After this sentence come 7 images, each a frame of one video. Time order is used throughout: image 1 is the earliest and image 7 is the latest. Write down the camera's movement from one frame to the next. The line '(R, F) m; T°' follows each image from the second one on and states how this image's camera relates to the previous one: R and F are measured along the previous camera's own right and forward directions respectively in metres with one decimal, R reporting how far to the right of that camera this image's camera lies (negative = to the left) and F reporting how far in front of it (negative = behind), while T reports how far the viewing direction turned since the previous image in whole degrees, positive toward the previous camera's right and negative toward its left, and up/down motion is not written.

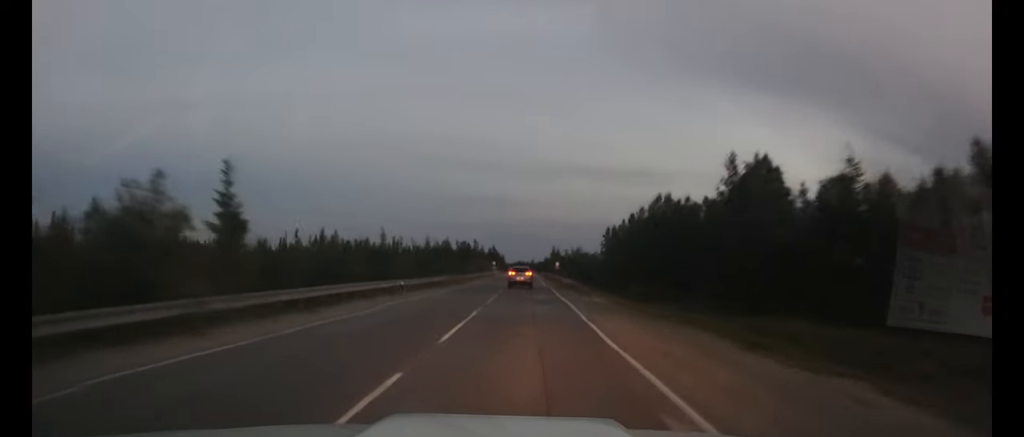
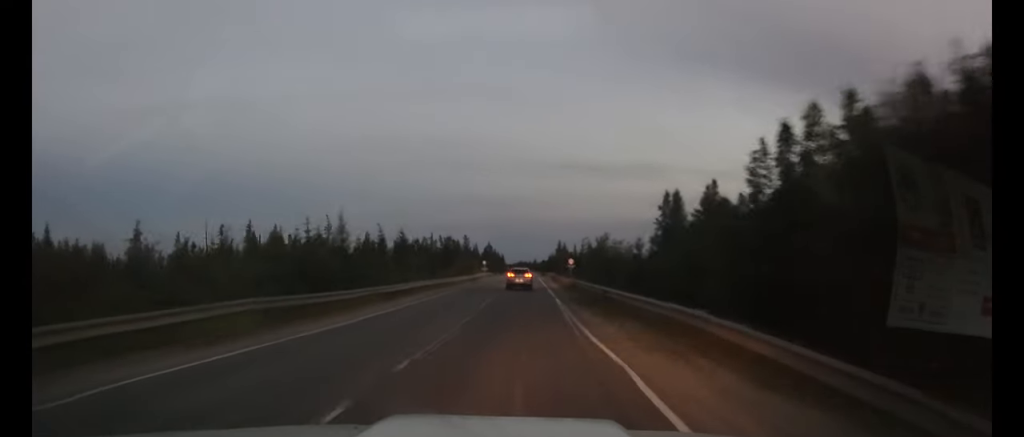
(+0.2, +36.5) m; 0°
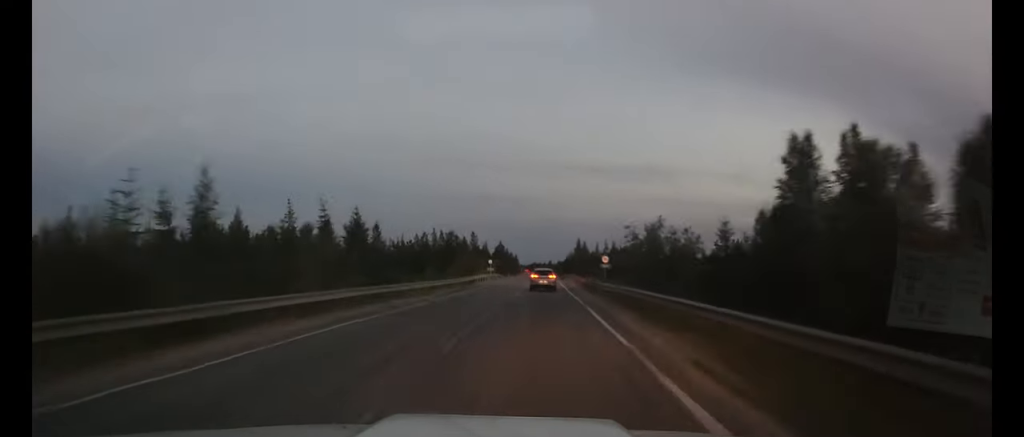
(-0.1, +21.8) m; -1°
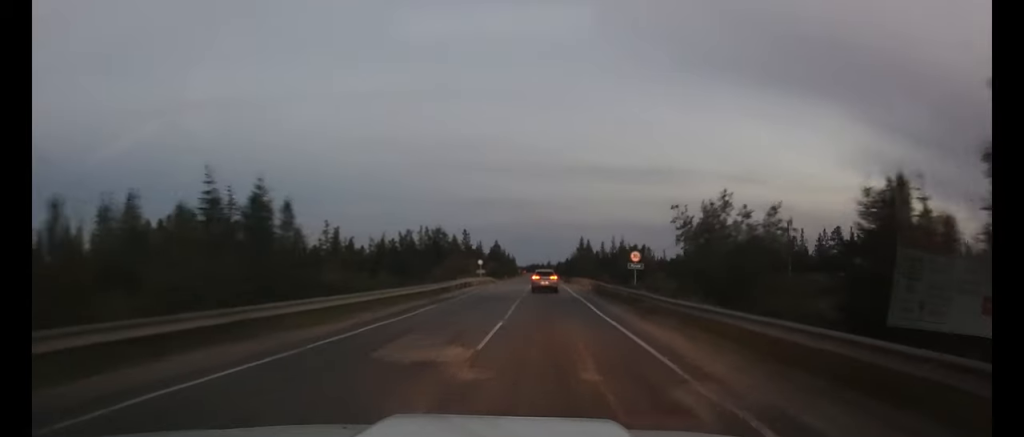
(-0.2, +16.2) m; -1°
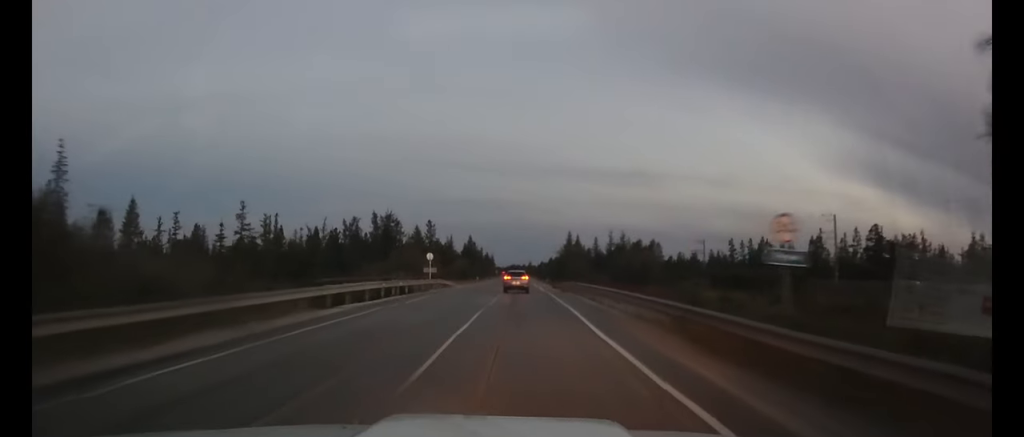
(+0.1, +25.8) m; +1°
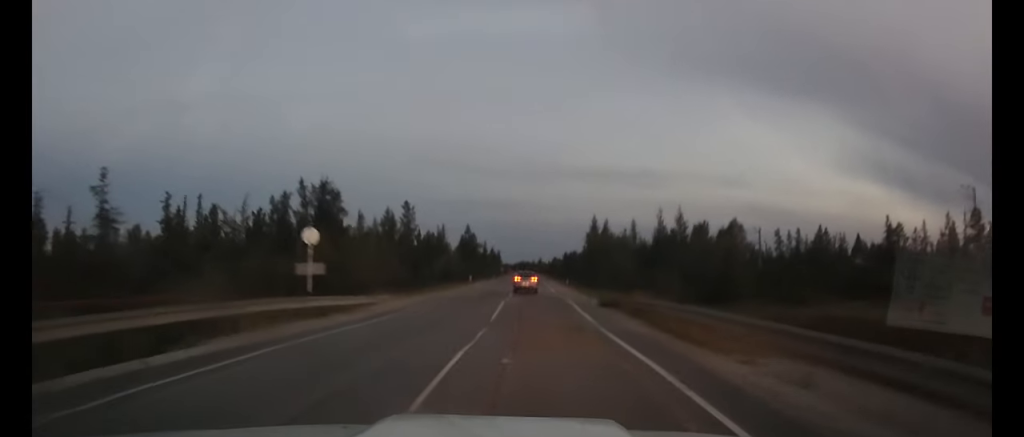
(+0.1, +32.7) m; 0°
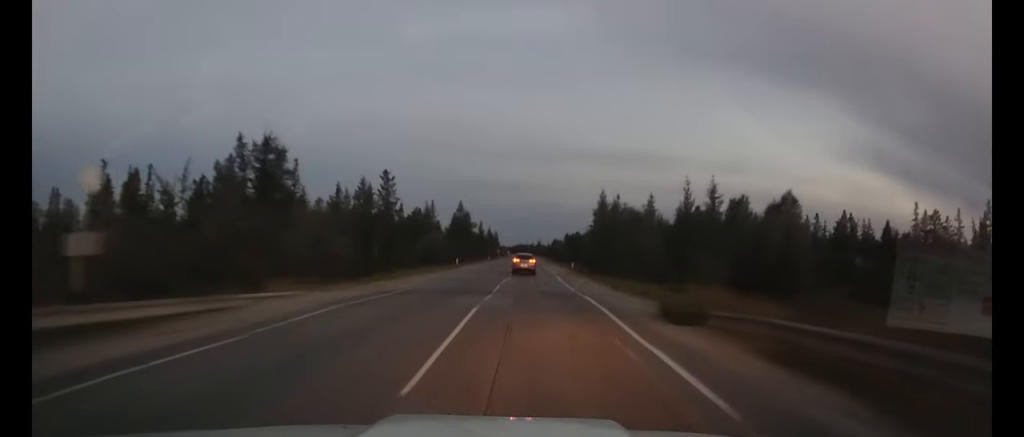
(0.0, +13.2) m; 0°
